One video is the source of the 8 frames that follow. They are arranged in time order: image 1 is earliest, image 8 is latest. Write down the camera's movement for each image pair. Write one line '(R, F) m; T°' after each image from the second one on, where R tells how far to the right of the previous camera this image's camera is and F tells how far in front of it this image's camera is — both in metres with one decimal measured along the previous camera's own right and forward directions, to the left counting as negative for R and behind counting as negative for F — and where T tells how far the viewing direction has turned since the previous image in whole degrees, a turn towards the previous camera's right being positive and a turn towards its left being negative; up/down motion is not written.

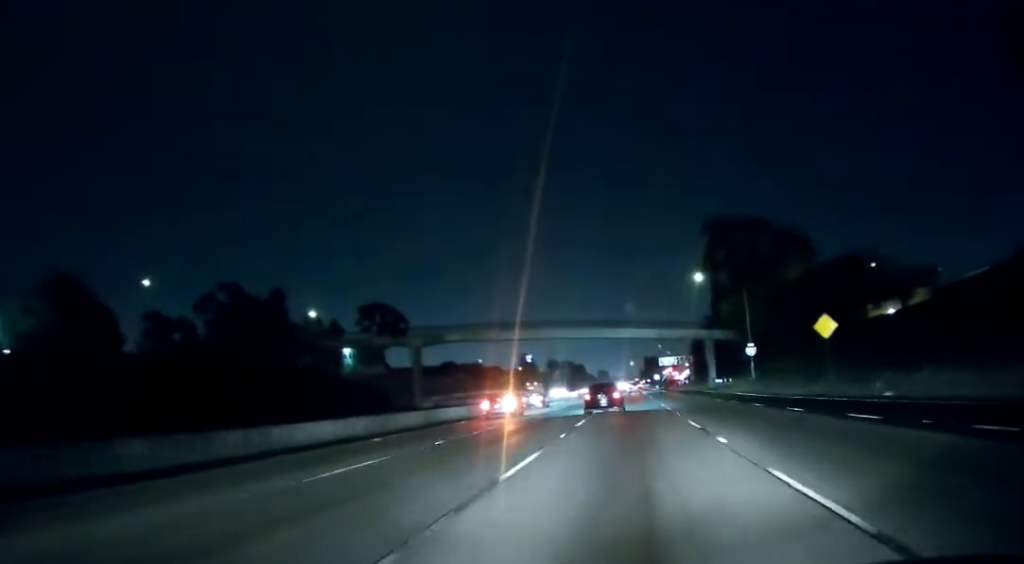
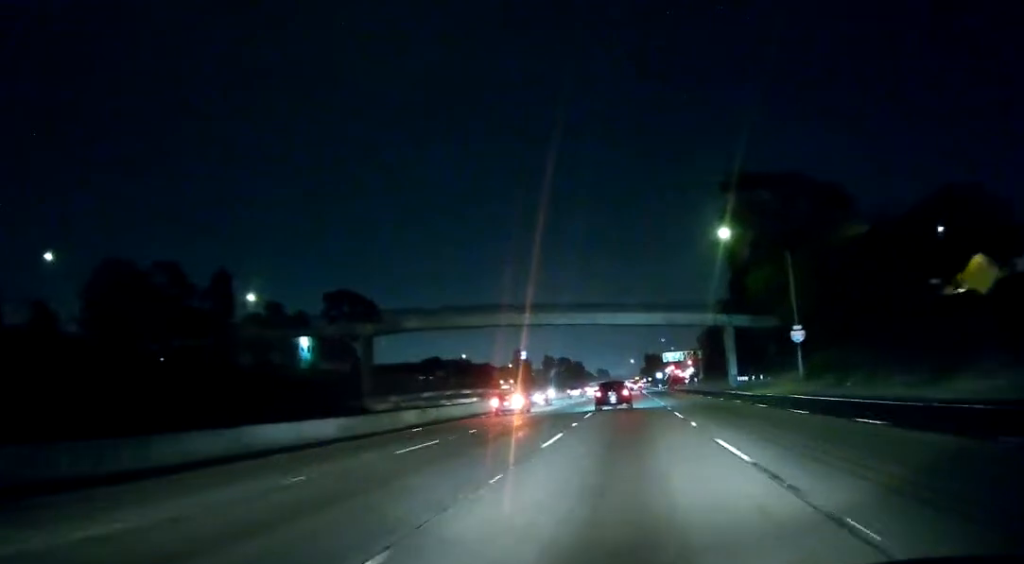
(+0.6, +24.0) m; 0°
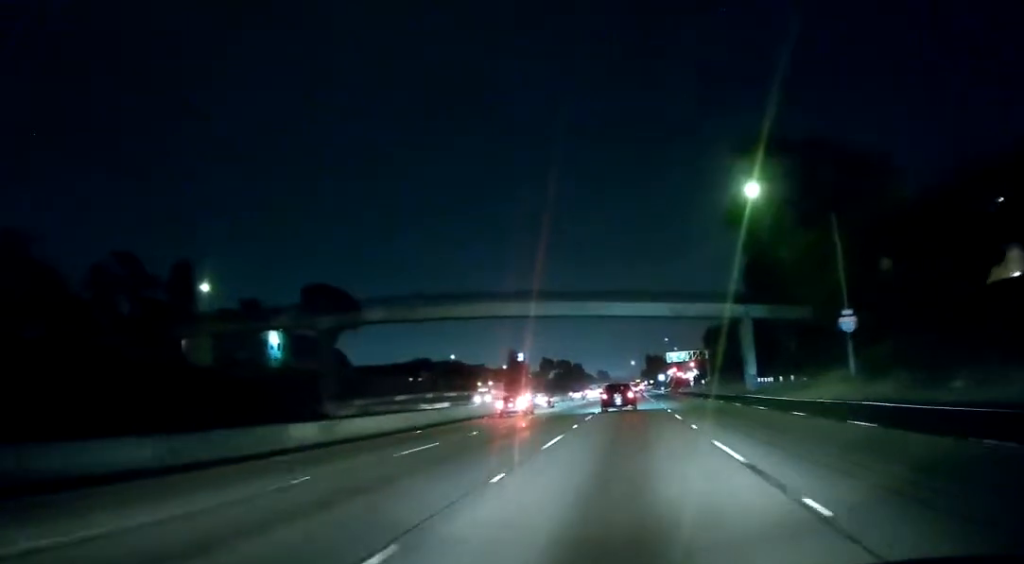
(-0.2, +13.8) m; -1°
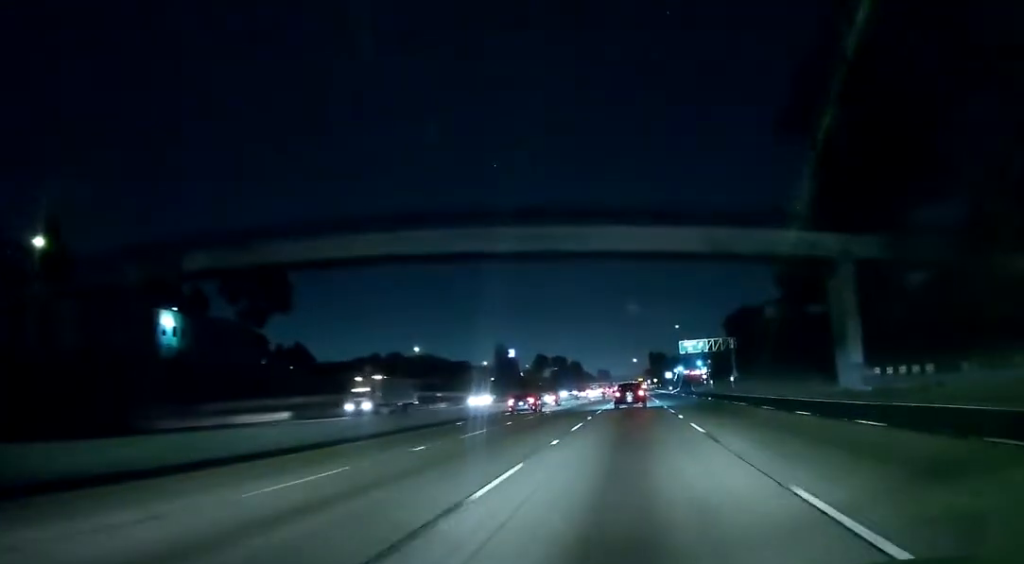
(-0.6, +36.7) m; -1°
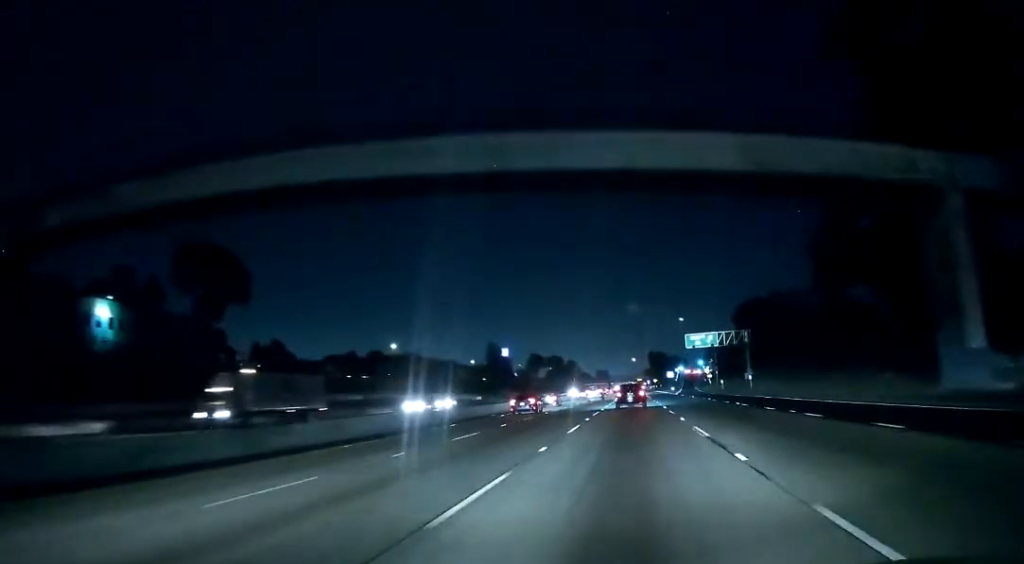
(0.0, +16.5) m; -1°
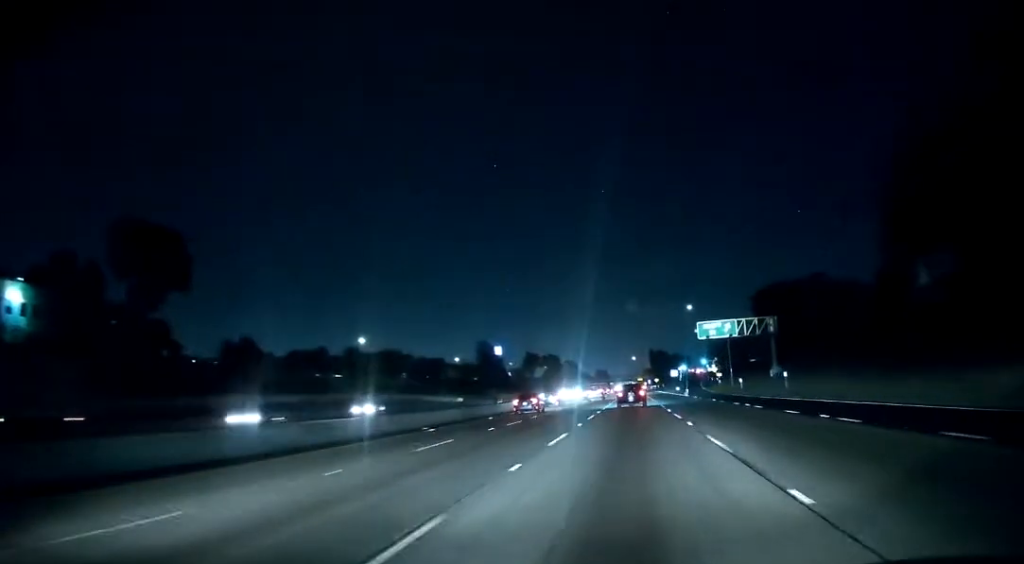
(+0.1, +19.2) m; -1°
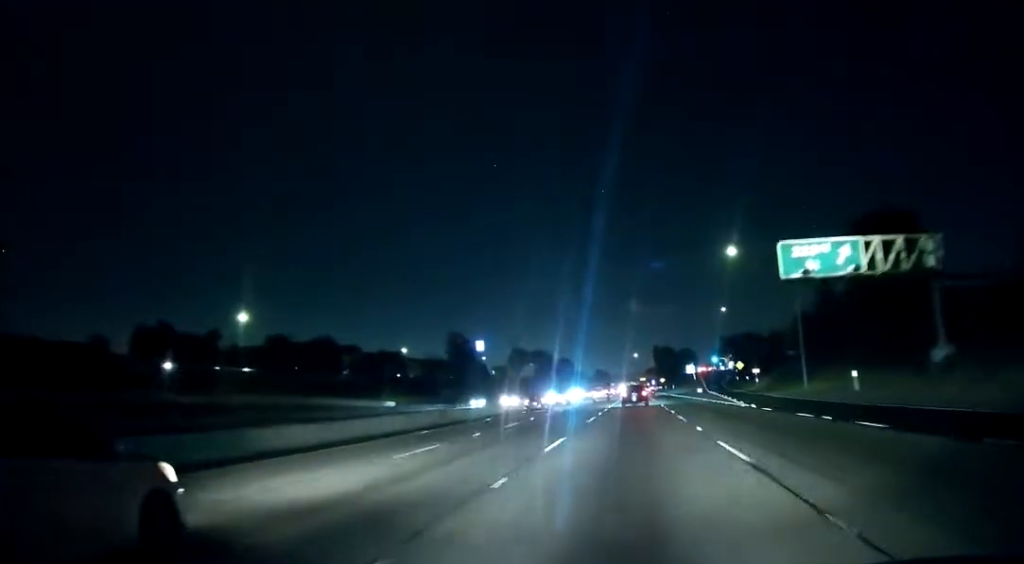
(-0.1, +45.4) m; +1°
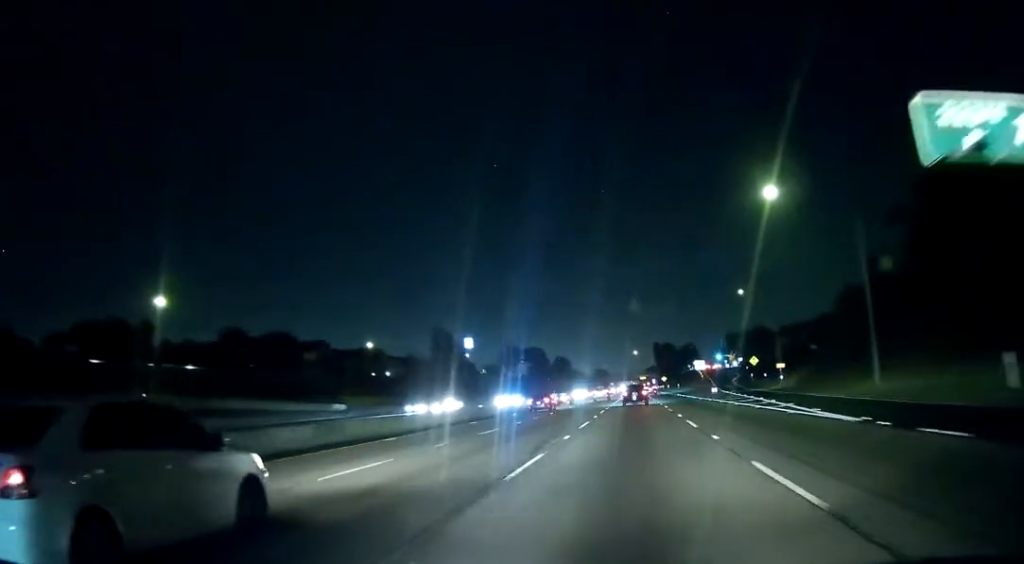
(+0.2, +19.7) m; +1°
